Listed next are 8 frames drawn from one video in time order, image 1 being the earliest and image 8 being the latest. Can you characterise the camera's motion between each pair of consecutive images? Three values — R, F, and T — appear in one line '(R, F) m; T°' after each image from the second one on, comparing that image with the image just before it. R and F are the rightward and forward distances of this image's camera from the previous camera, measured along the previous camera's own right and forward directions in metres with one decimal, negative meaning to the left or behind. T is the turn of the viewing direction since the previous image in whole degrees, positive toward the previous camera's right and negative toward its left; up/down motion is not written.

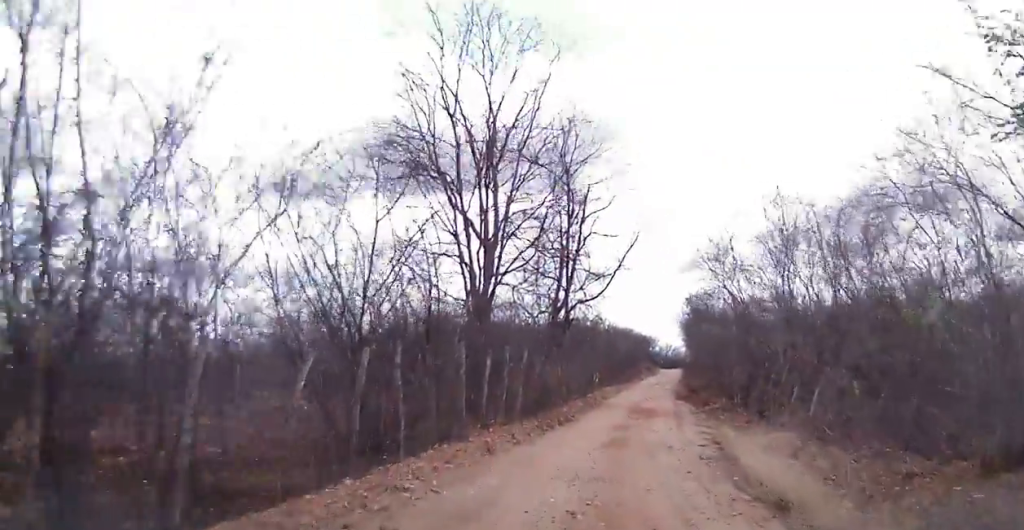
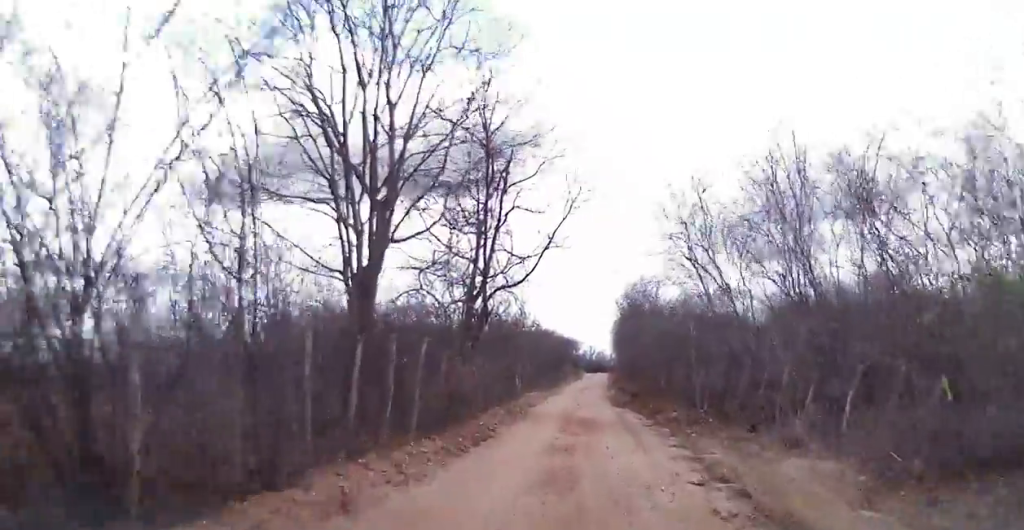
(0.0, +3.7) m; +9°
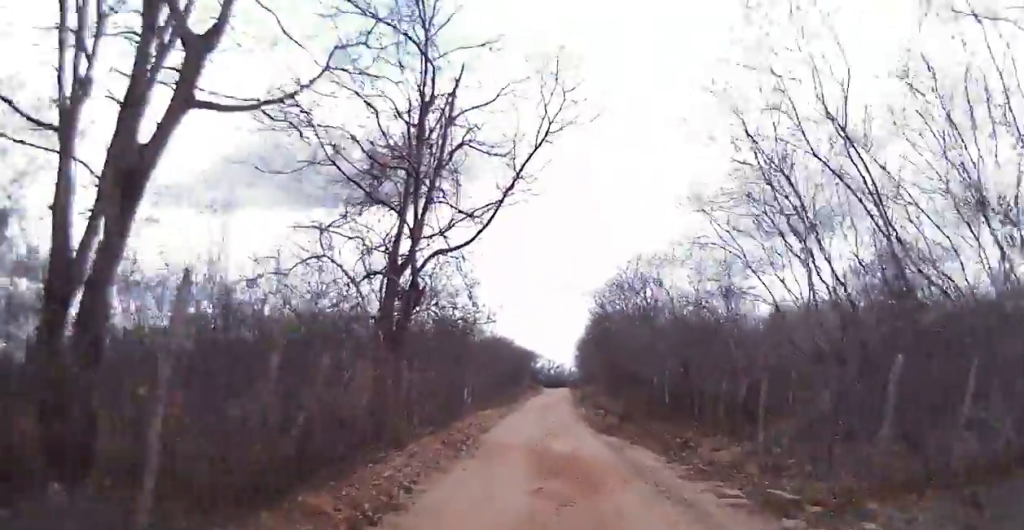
(+0.7, +5.3) m; +8°
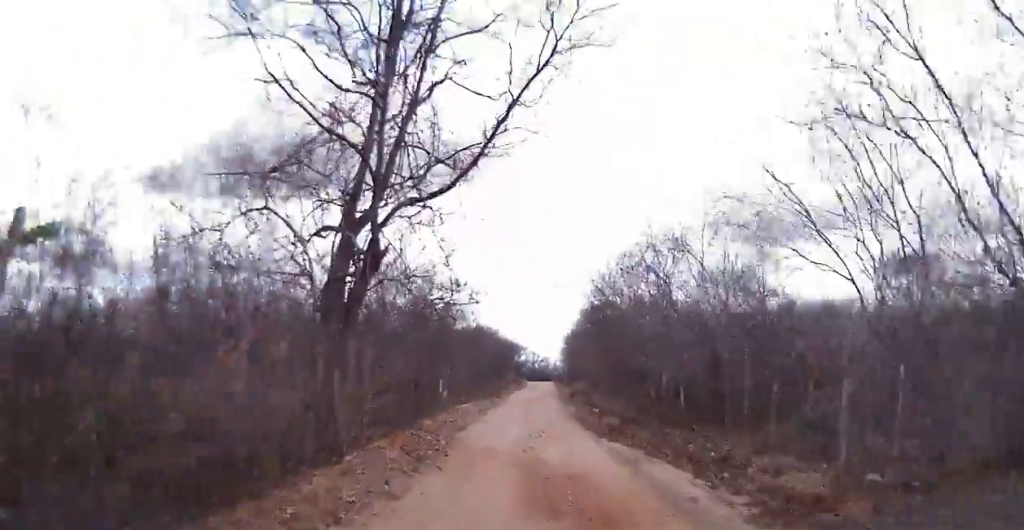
(0.0, +2.4) m; 0°
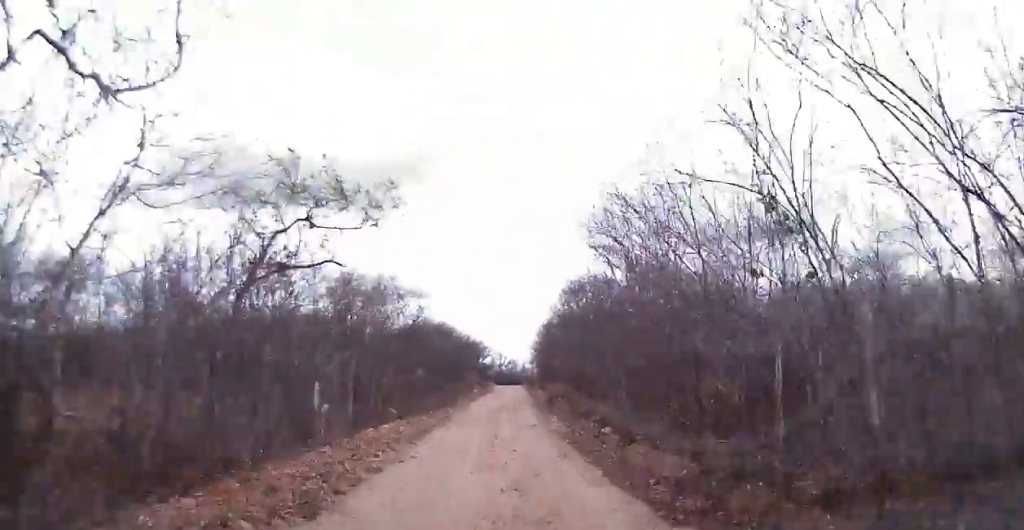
(-0.1, +7.3) m; +1°
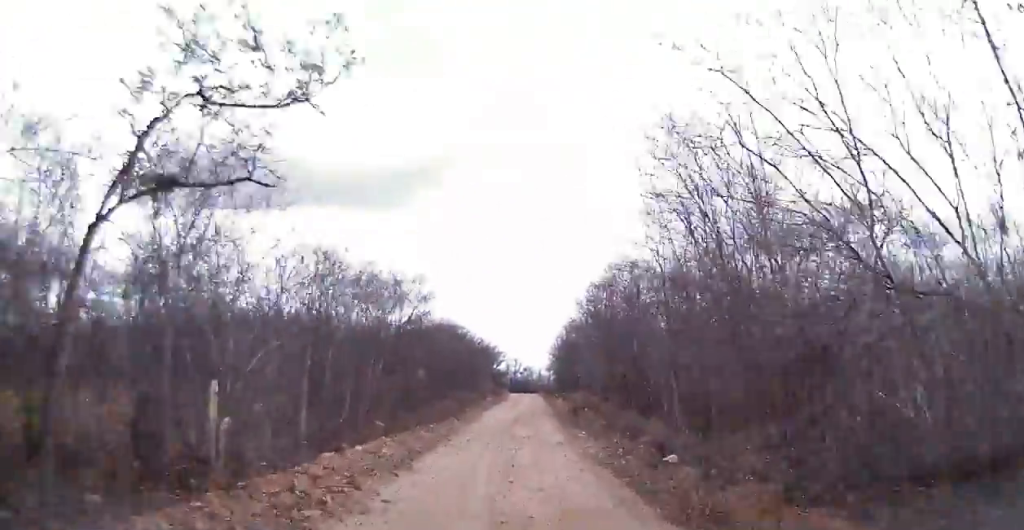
(-0.1, +3.1) m; +2°
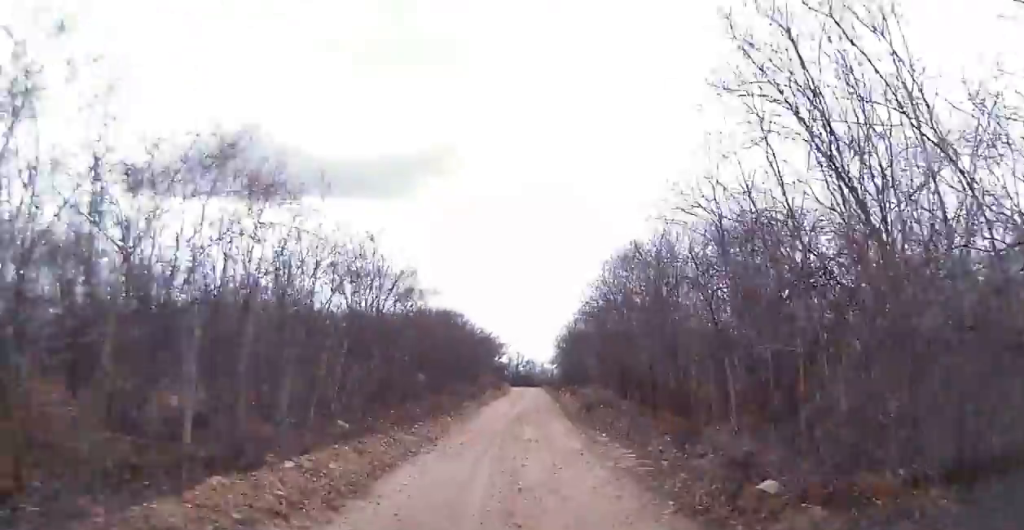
(+0.2, +2.8) m; +2°
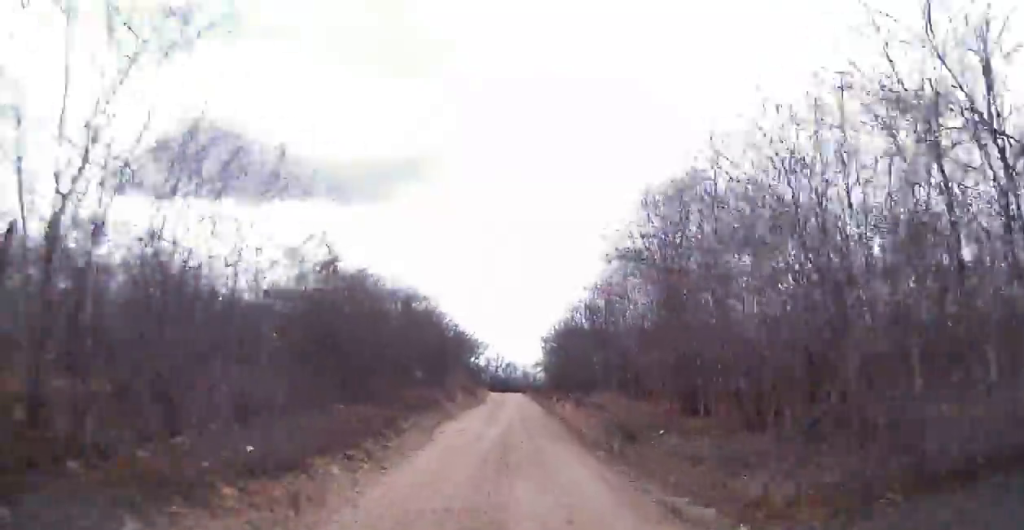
(+0.3, +8.1) m; 0°
